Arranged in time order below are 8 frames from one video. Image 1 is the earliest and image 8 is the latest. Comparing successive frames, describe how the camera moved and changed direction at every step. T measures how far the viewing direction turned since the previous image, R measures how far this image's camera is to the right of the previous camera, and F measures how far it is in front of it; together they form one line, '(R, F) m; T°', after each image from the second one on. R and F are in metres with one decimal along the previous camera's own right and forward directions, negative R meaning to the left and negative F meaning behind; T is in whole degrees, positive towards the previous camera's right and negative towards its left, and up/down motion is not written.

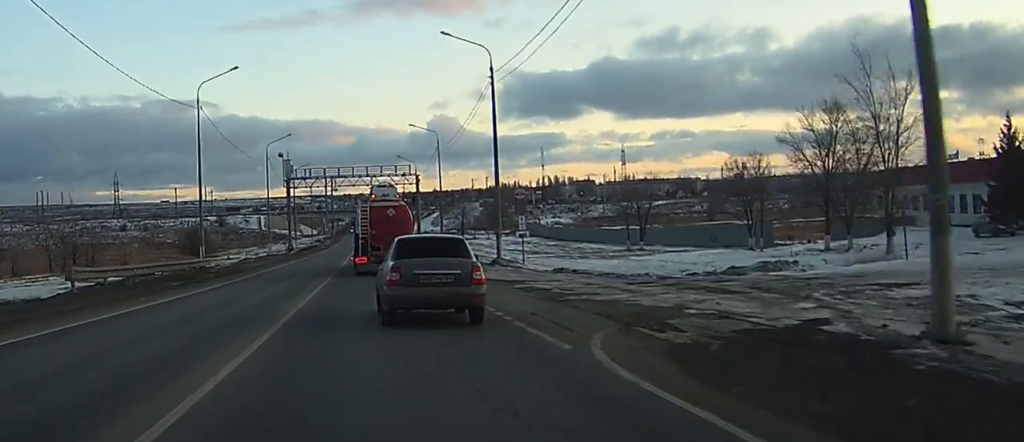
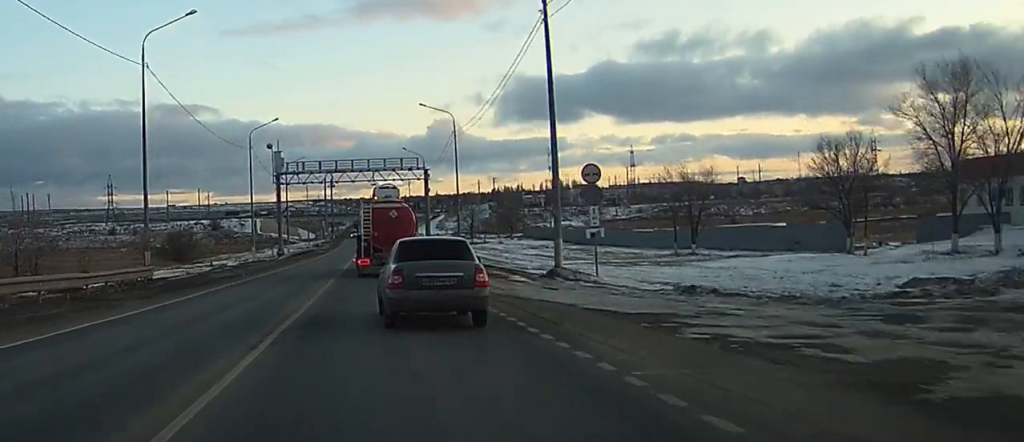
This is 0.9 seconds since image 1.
(+0.1, +13.9) m; 0°
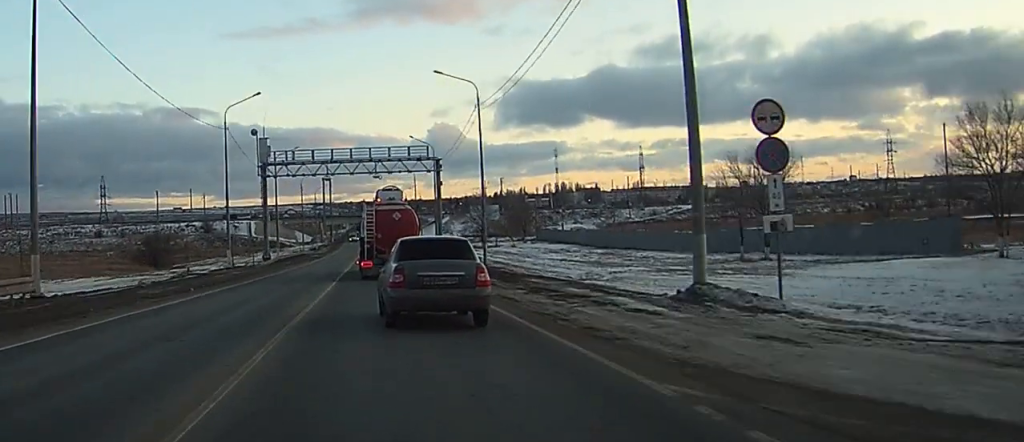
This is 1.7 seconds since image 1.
(-0.1, +13.9) m; -1°
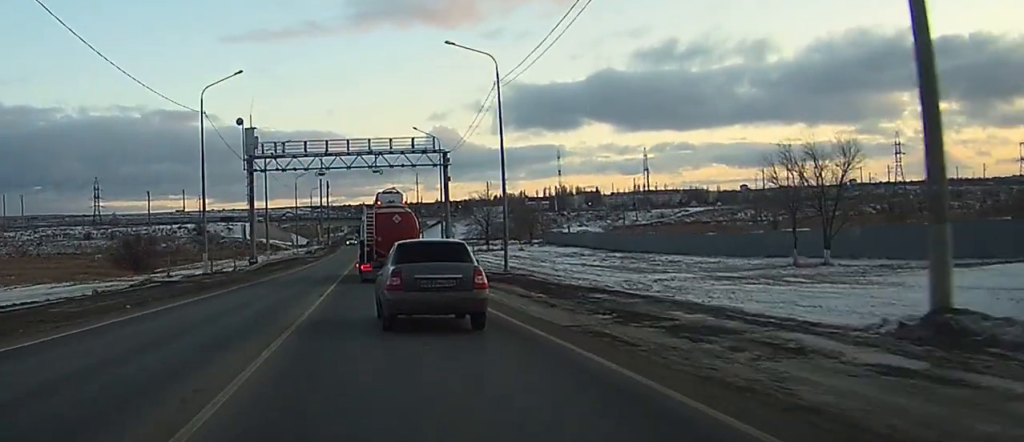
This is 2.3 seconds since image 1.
(0.0, +8.5) m; 0°
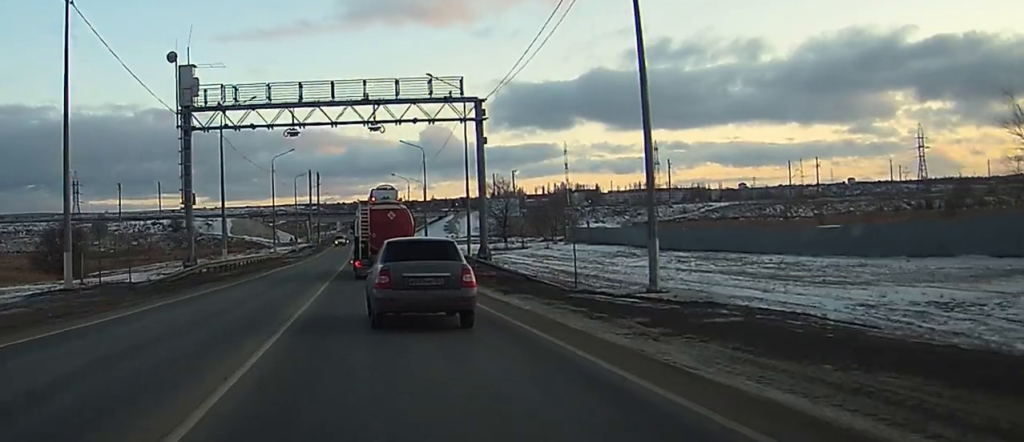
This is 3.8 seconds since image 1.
(-0.1, +23.8) m; 0°
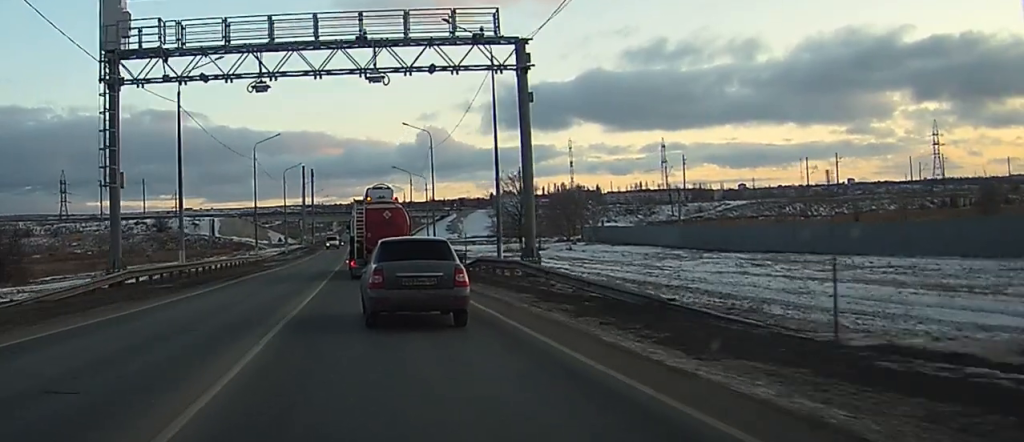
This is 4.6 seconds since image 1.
(+0.1, +13.7) m; 0°
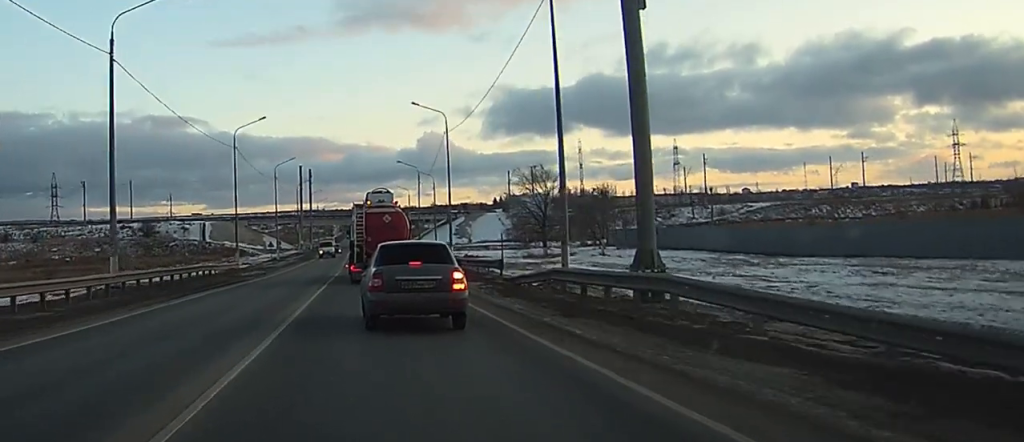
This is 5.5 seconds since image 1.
(0.0, +13.7) m; 0°
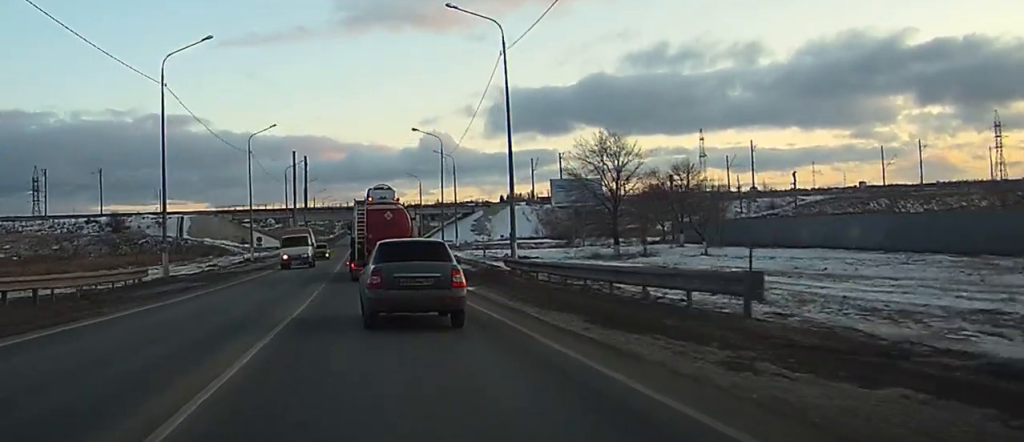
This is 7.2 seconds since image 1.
(-0.2, +26.9) m; -1°
